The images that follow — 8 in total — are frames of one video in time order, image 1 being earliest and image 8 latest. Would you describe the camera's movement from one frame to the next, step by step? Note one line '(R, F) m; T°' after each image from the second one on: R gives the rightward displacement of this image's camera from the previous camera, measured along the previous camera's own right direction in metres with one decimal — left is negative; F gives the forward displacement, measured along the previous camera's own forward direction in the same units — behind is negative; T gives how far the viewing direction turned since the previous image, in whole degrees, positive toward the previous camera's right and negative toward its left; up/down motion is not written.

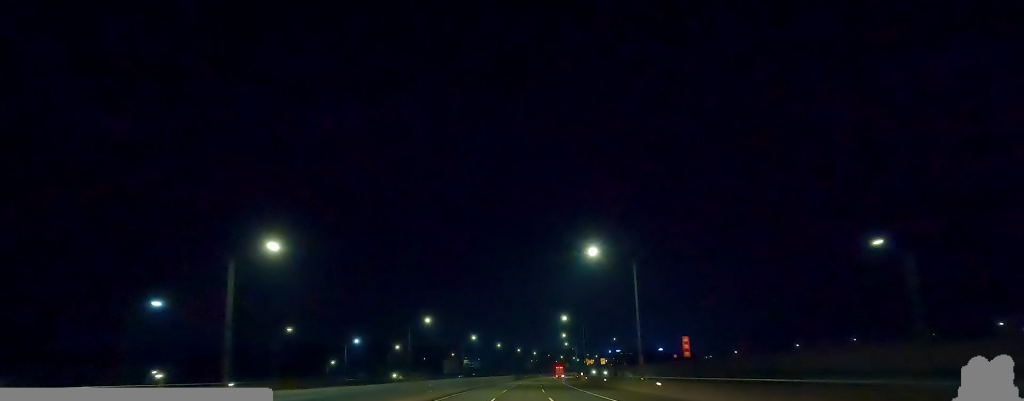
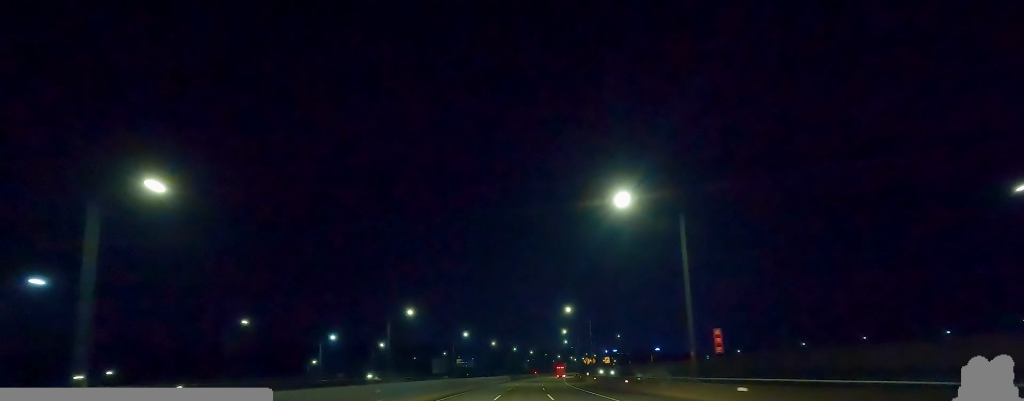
(+0.6, +14.0) m; 0°
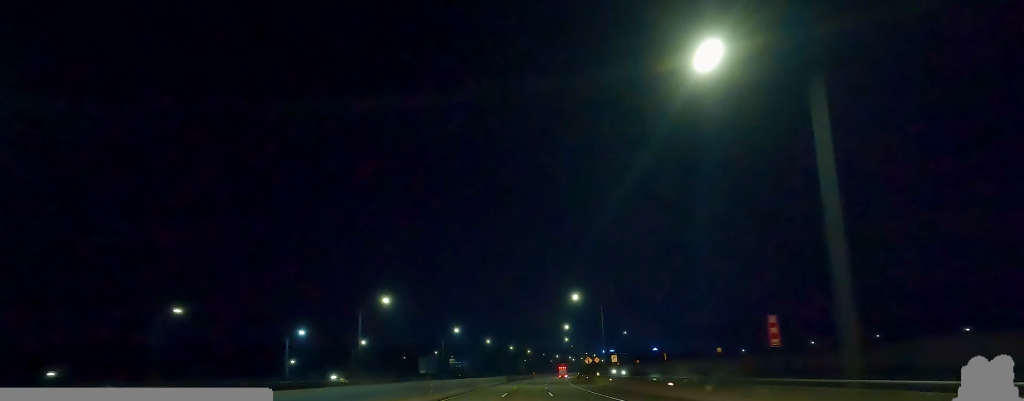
(+0.5, +14.9) m; 0°
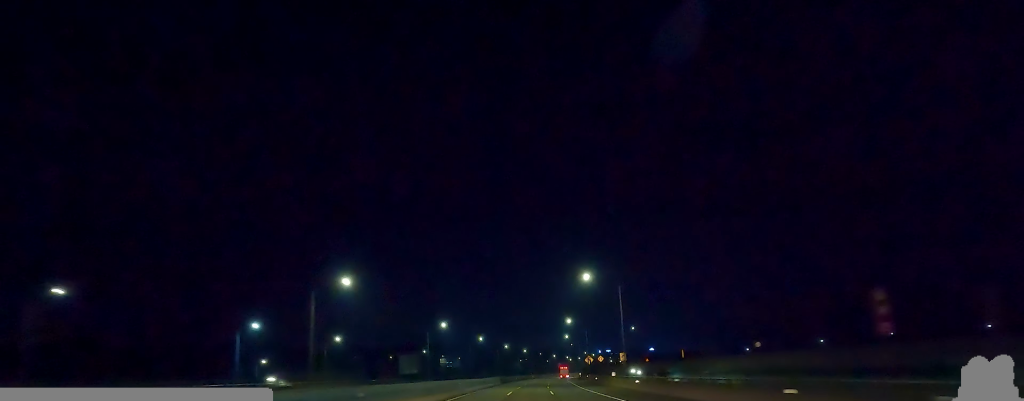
(-0.7, +15.8) m; 0°
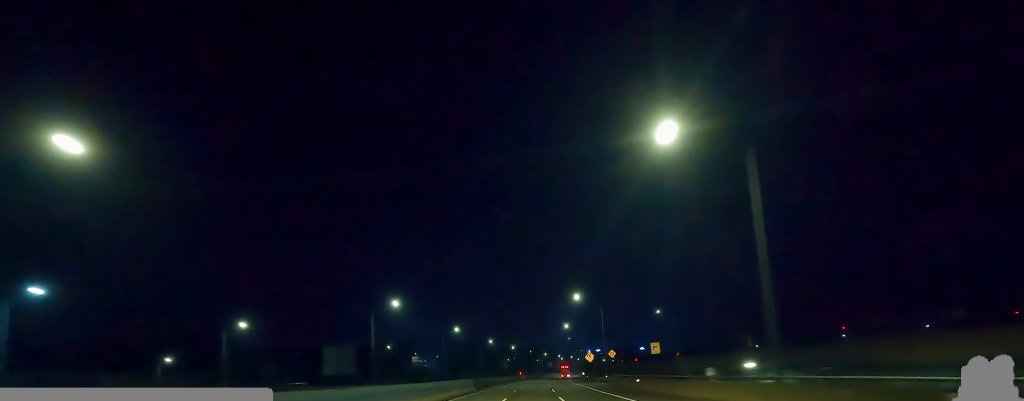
(+0.9, +35.2) m; +3°
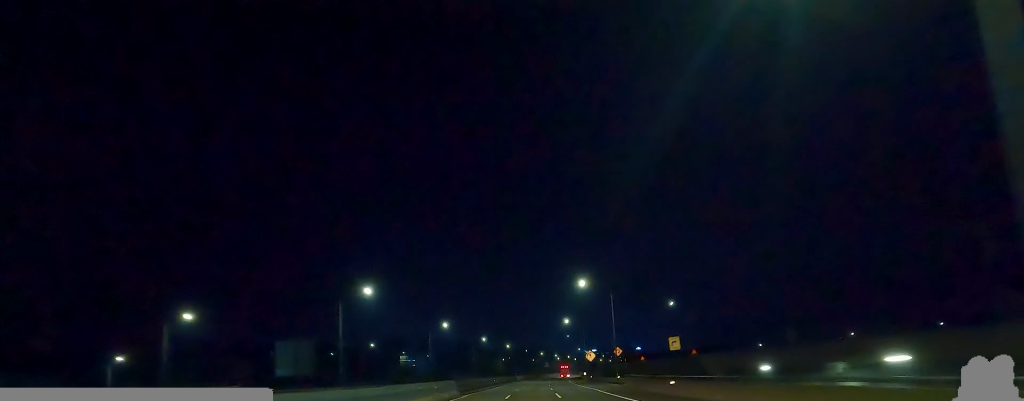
(+0.1, +12.0) m; 0°
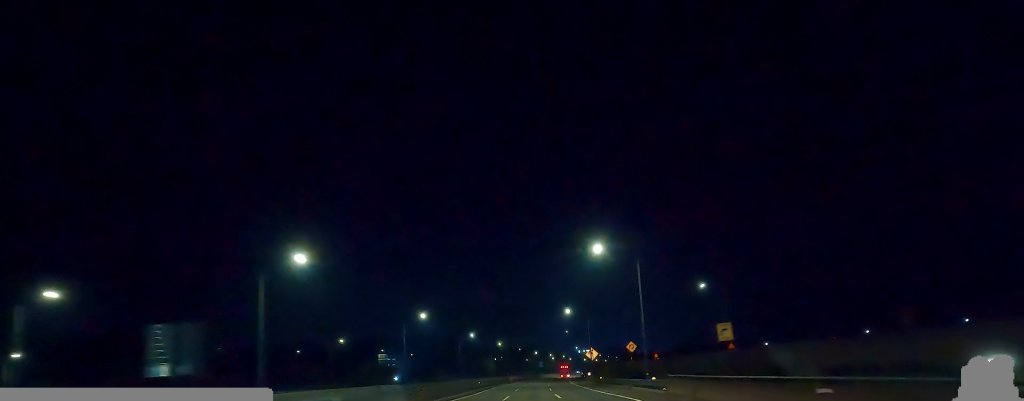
(0.0, +18.5) m; 0°
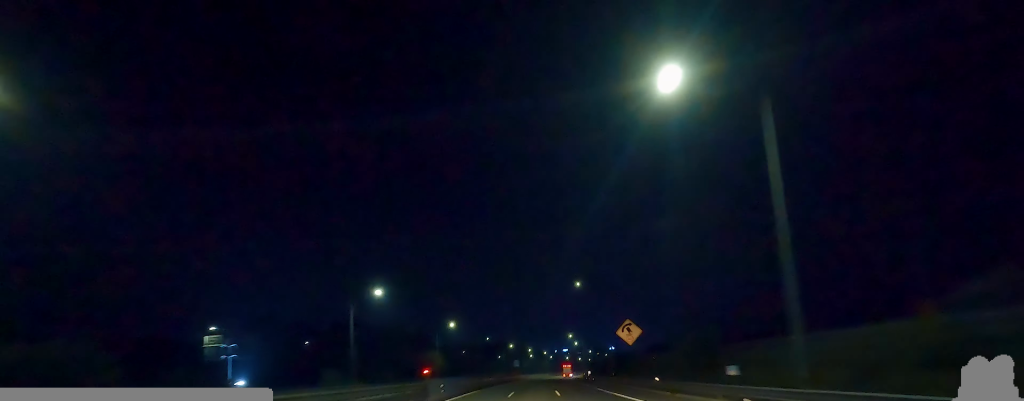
(+2.8, +74.9) m; +3°
